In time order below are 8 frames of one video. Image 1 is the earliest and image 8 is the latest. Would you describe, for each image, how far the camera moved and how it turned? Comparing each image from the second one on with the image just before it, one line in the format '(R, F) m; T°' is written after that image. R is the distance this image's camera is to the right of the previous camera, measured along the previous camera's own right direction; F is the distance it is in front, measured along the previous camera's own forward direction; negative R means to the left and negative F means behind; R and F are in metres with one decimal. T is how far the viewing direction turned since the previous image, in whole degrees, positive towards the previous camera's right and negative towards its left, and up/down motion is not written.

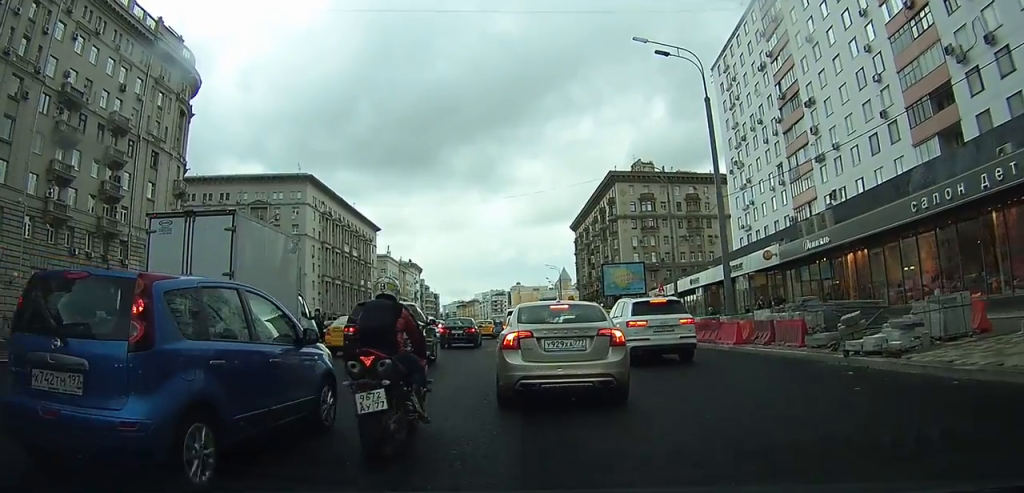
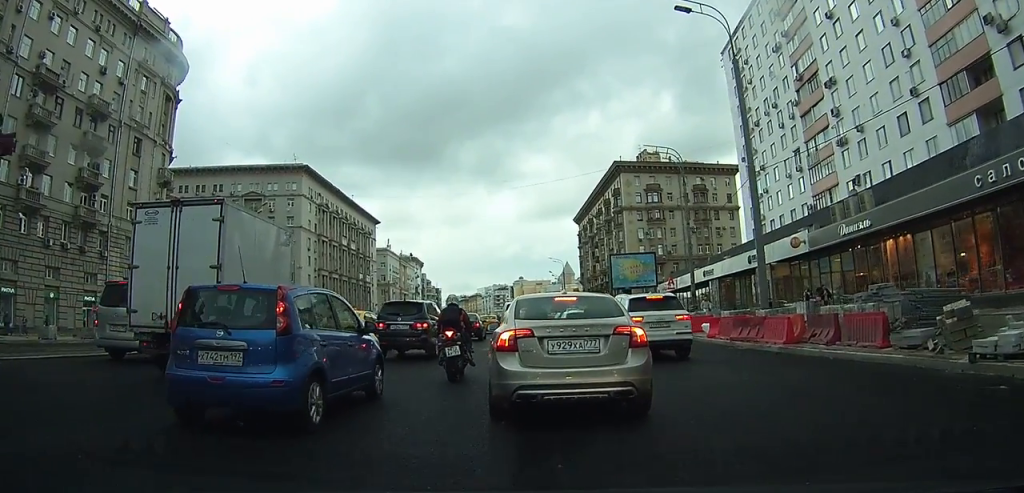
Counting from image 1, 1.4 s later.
(+0.1, +2.7) m; +3°
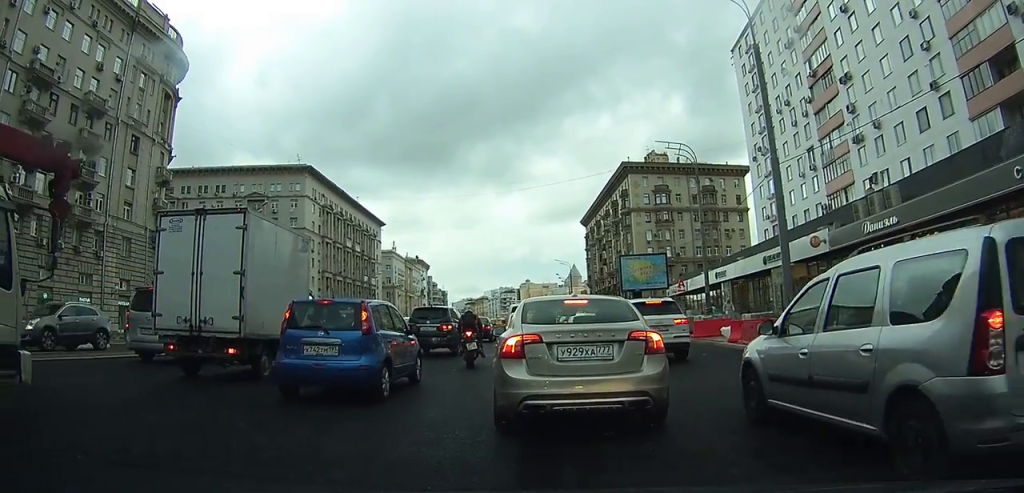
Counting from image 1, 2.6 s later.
(+0.1, +1.9) m; +2°
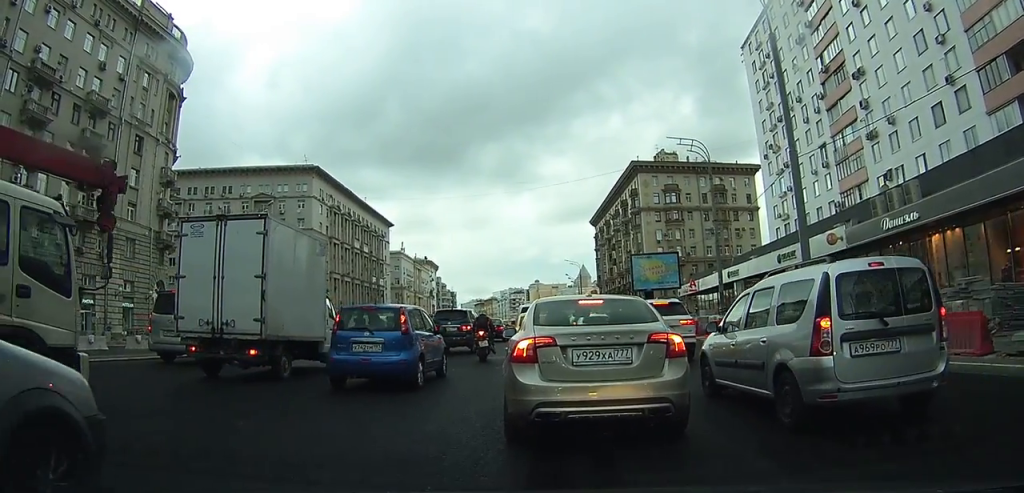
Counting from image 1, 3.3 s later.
(0.0, +1.2) m; -2°
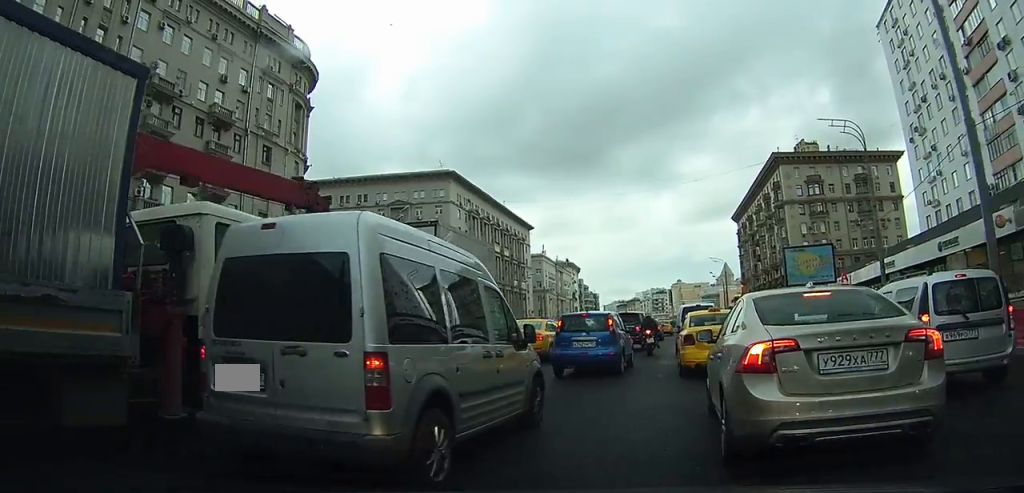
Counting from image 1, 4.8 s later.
(-0.6, +2.4) m; -23°
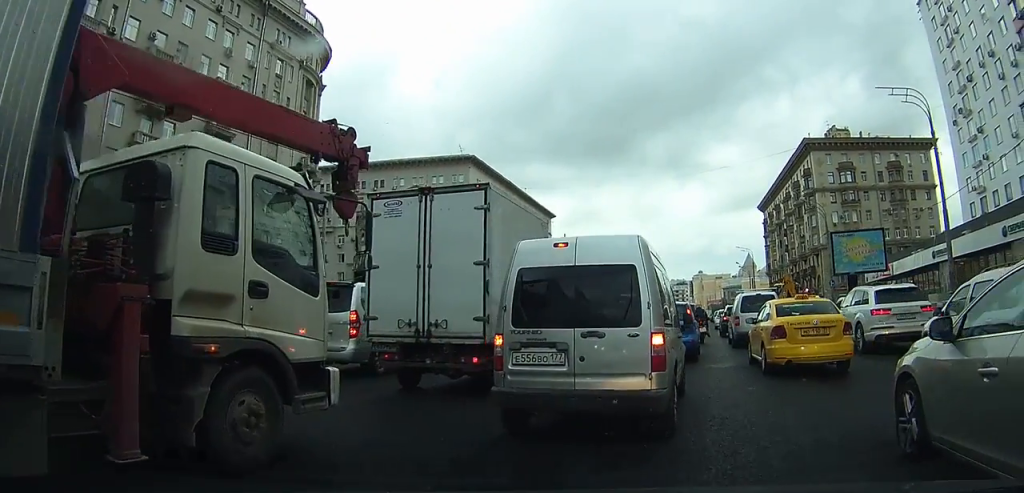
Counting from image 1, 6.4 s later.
(-0.2, +3.3) m; 0°
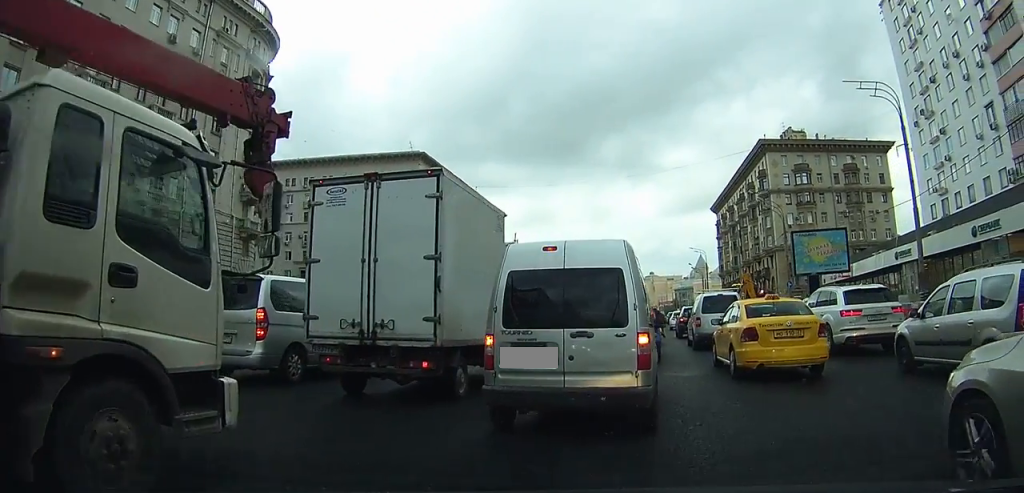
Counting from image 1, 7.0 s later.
(+0.1, +1.6) m; +4°
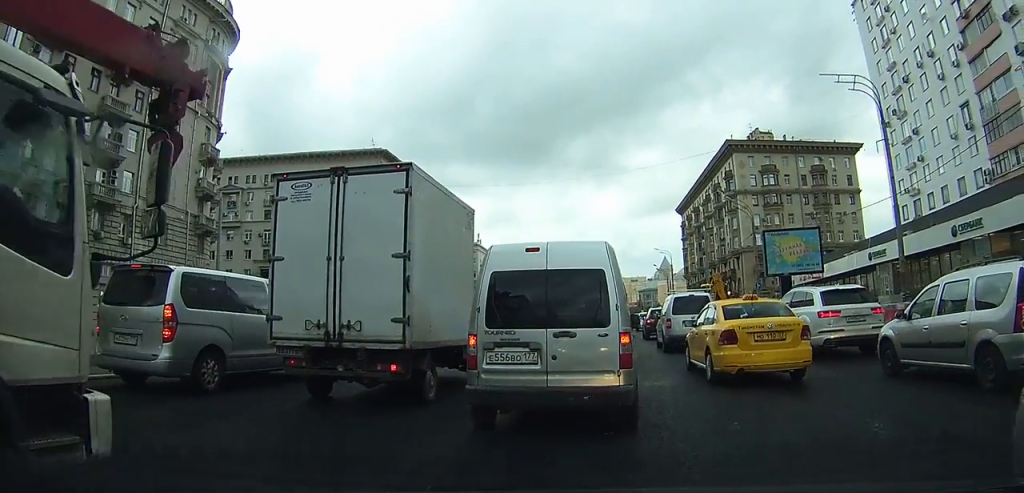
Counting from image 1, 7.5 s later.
(0.0, +1.4) m; +3°
